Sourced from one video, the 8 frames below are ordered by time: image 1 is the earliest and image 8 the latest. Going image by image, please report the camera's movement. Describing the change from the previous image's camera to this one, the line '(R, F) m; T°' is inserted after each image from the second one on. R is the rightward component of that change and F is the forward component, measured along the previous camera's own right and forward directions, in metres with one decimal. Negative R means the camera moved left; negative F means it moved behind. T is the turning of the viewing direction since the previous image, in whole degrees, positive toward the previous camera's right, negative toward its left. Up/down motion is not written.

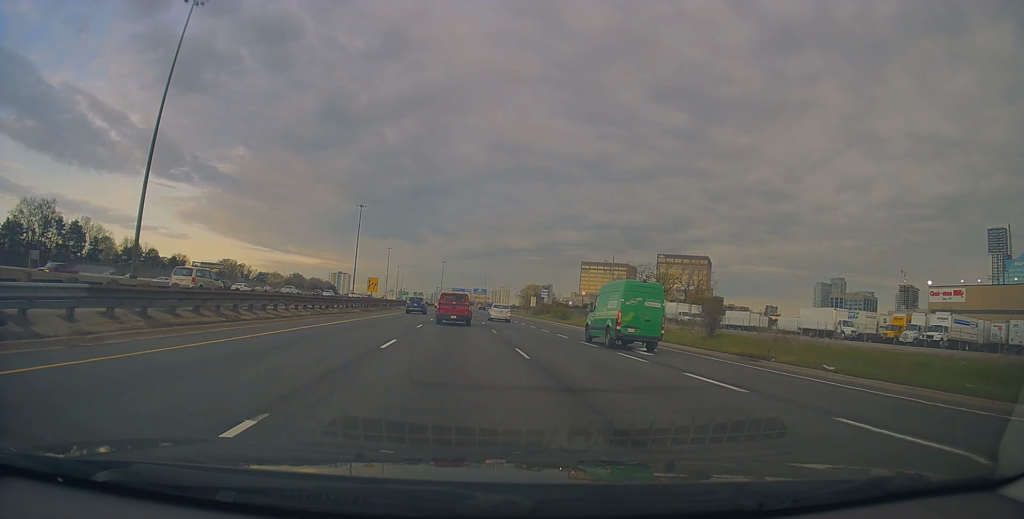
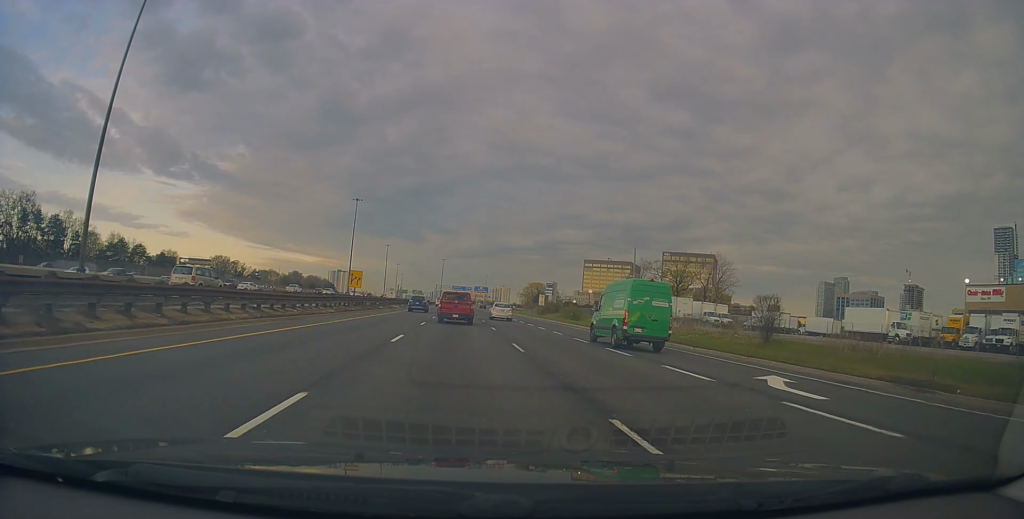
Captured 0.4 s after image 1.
(0.0, +10.5) m; 0°
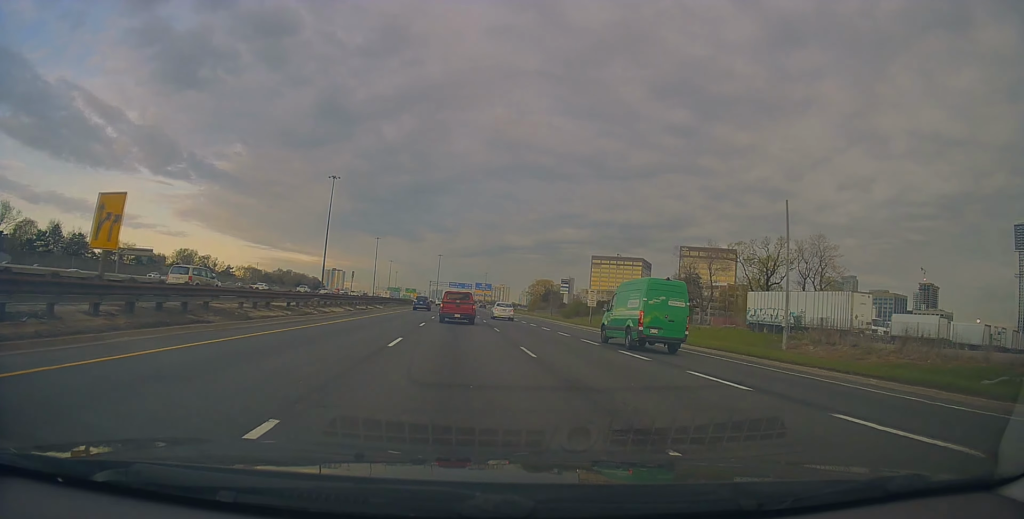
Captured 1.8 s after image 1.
(-0.6, +37.8) m; -1°
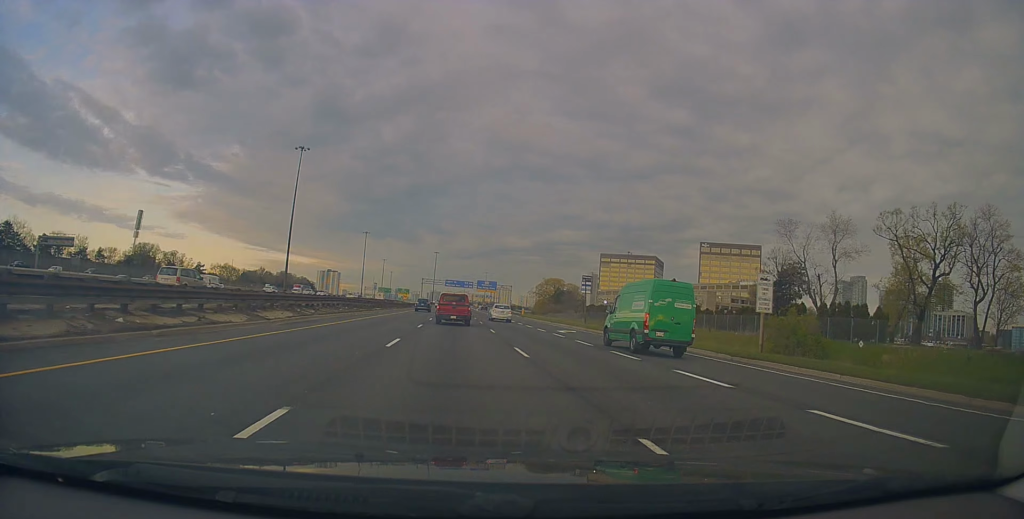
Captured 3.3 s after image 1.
(+0.7, +36.3) m; +1°
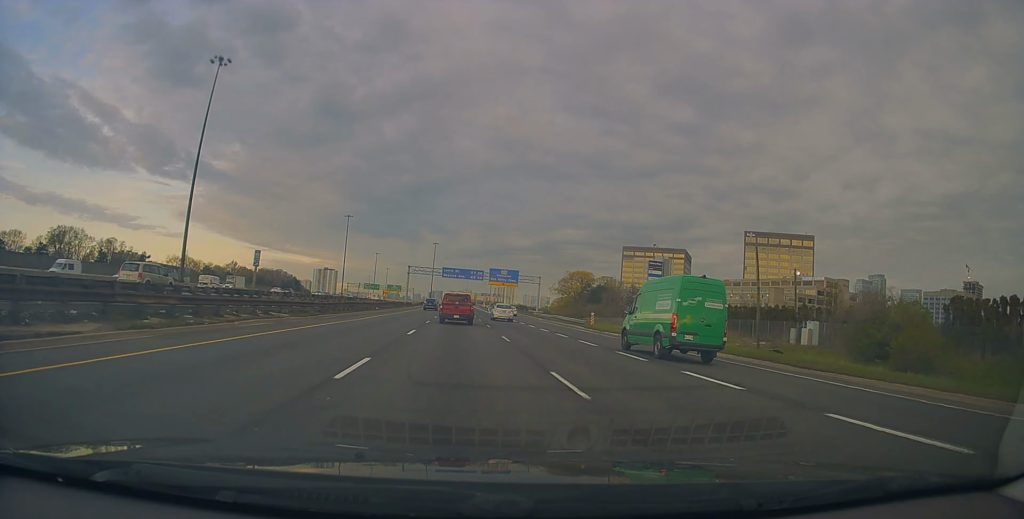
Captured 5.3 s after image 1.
(-0.7, +54.0) m; 0°
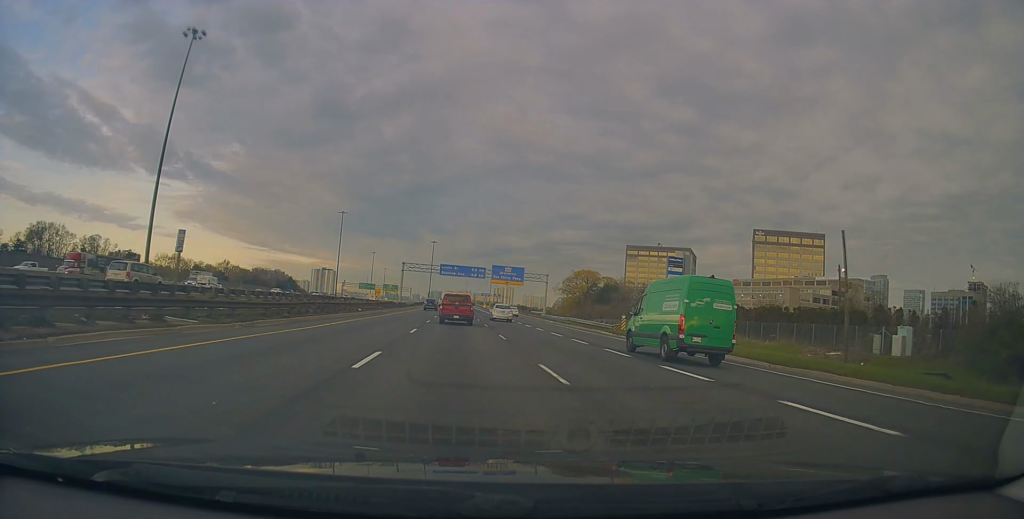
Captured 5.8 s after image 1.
(+0.1, +10.5) m; 0°
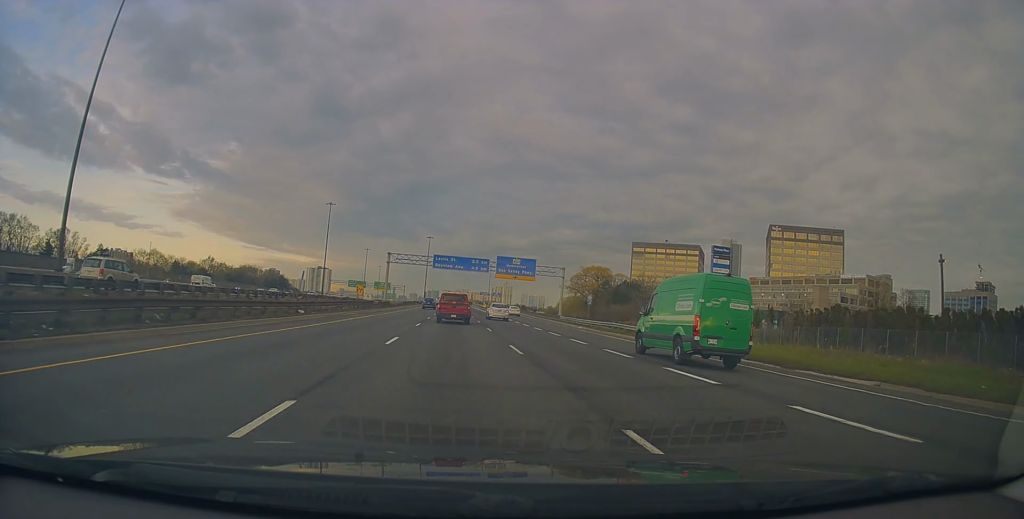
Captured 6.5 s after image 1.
(+0.1, +19.1) m; 0°
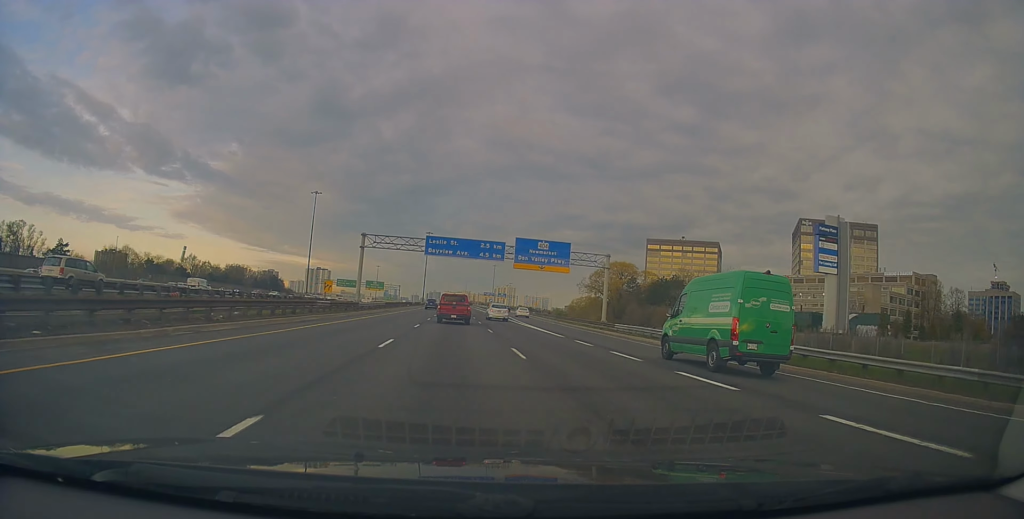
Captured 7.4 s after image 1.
(-0.2, +25.1) m; -1°
